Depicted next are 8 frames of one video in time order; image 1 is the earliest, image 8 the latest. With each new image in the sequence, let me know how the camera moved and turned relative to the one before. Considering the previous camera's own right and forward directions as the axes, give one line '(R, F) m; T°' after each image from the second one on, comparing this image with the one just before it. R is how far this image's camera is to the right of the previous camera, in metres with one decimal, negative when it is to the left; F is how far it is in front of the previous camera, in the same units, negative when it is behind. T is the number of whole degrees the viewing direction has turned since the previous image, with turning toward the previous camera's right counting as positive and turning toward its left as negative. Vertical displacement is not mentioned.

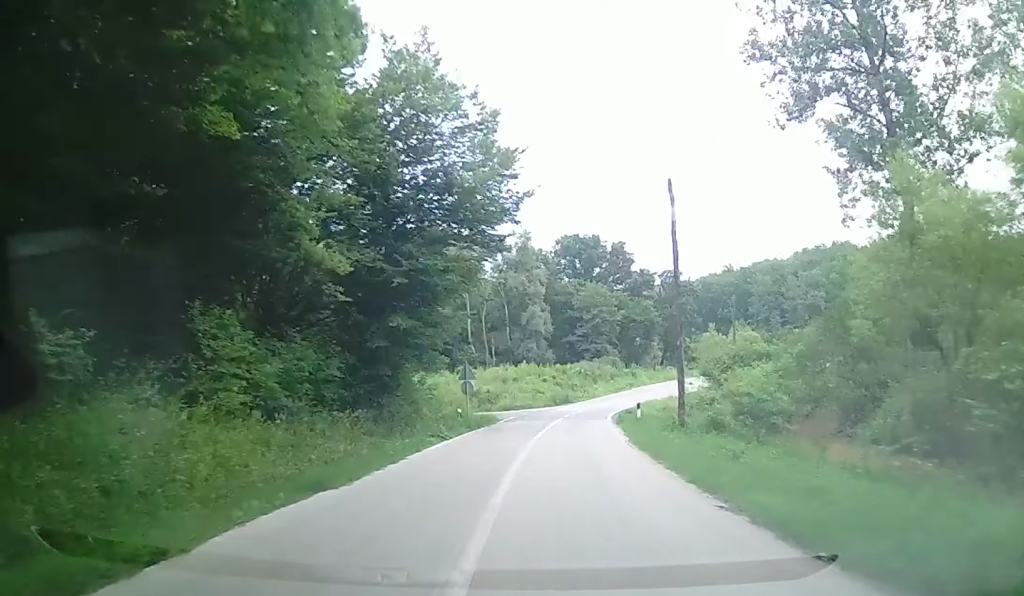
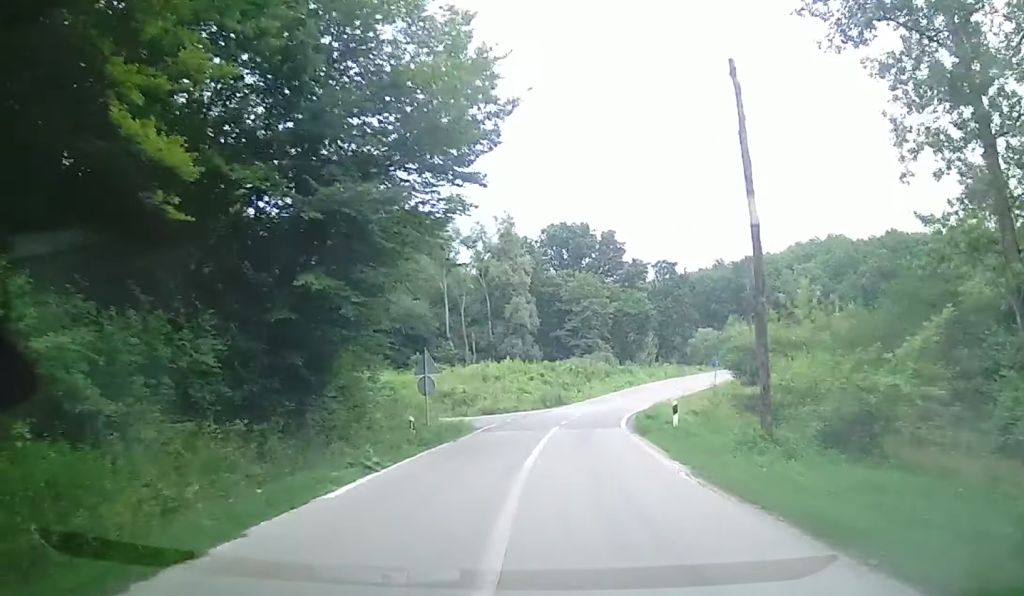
(+0.1, +8.1) m; +1°
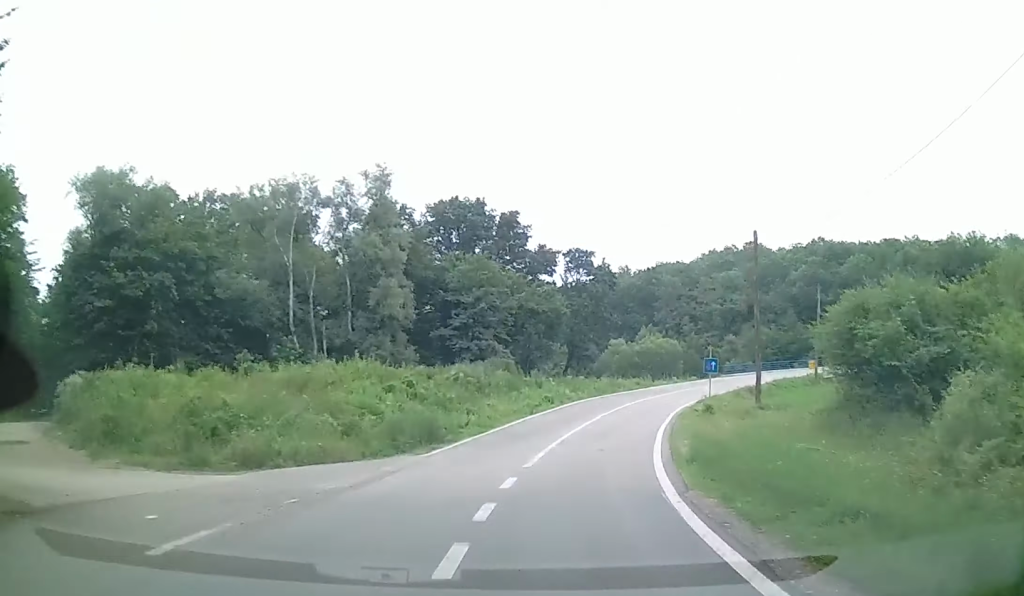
(+1.0, +22.1) m; +6°
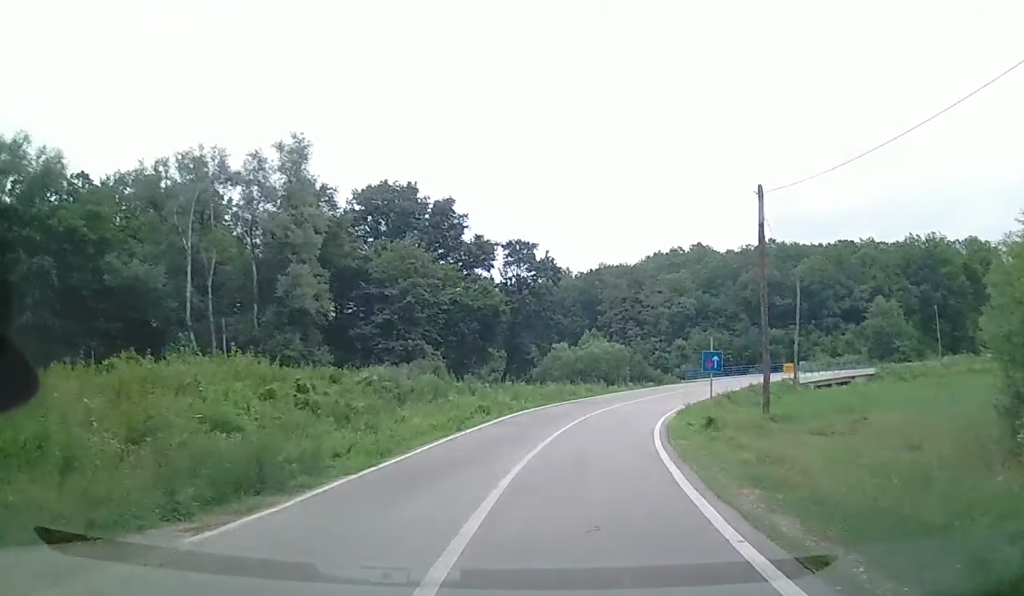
(+0.2, +8.6) m; +4°
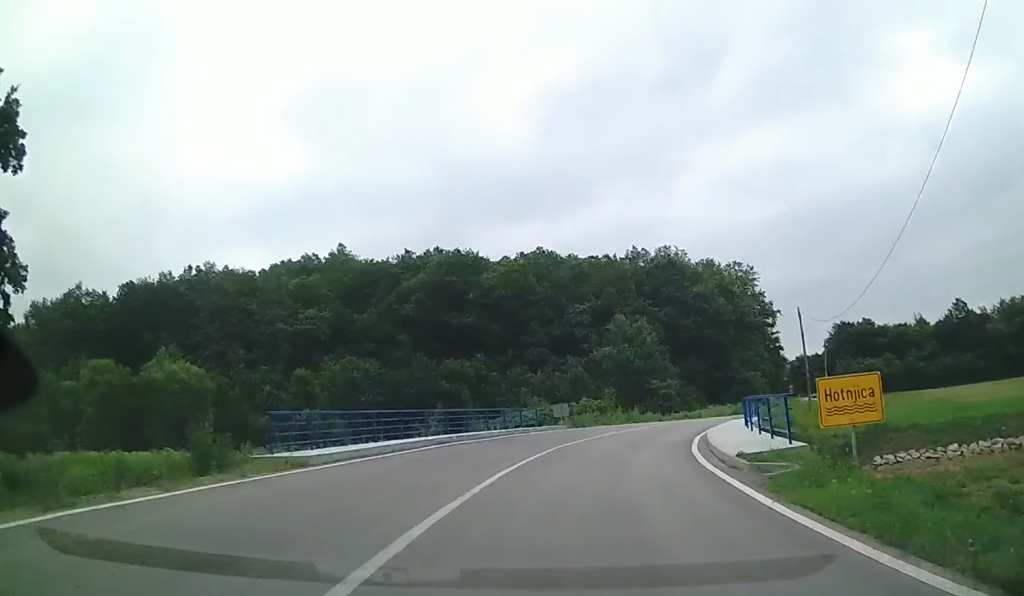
(+18.7, +43.1) m; +44°
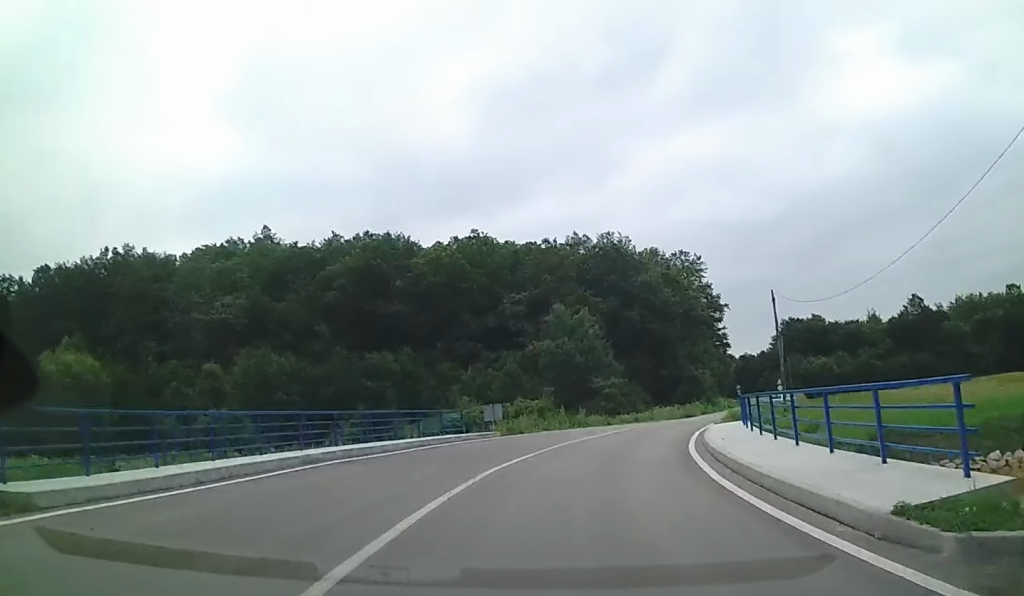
(+0.3, +7.6) m; +5°
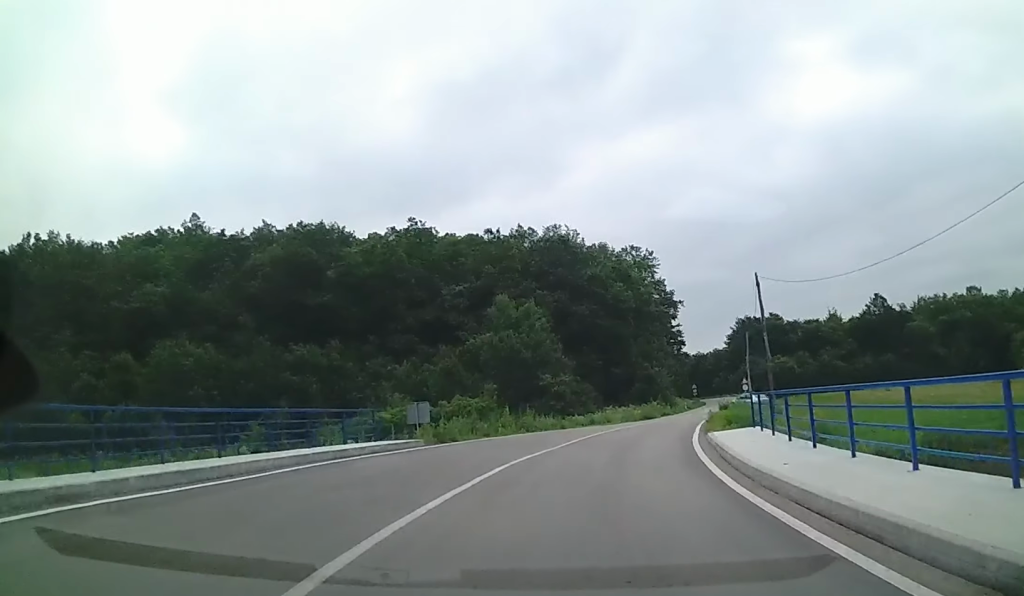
(-0.2, +7.3) m; +5°
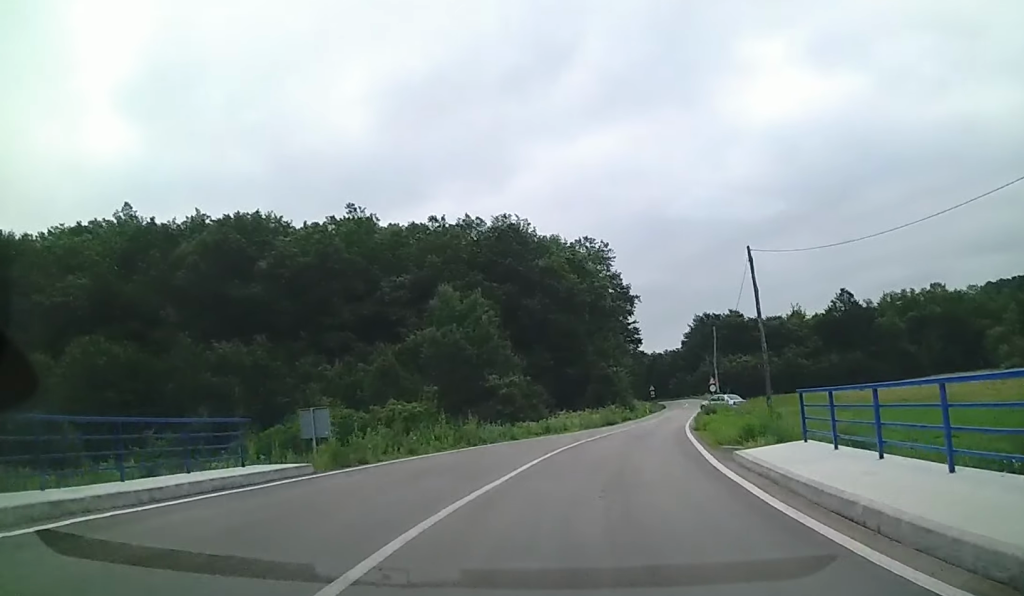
(+0.6, +7.1) m; +4°
